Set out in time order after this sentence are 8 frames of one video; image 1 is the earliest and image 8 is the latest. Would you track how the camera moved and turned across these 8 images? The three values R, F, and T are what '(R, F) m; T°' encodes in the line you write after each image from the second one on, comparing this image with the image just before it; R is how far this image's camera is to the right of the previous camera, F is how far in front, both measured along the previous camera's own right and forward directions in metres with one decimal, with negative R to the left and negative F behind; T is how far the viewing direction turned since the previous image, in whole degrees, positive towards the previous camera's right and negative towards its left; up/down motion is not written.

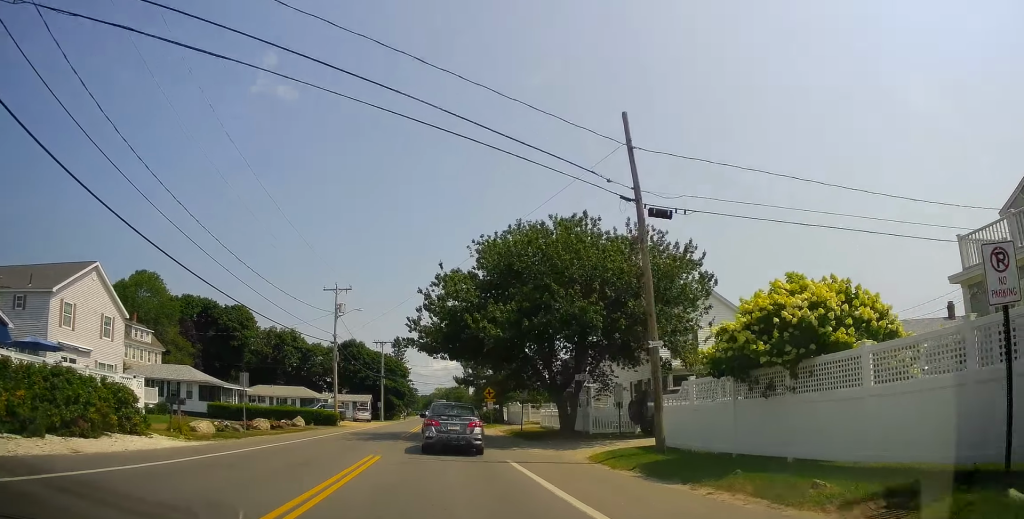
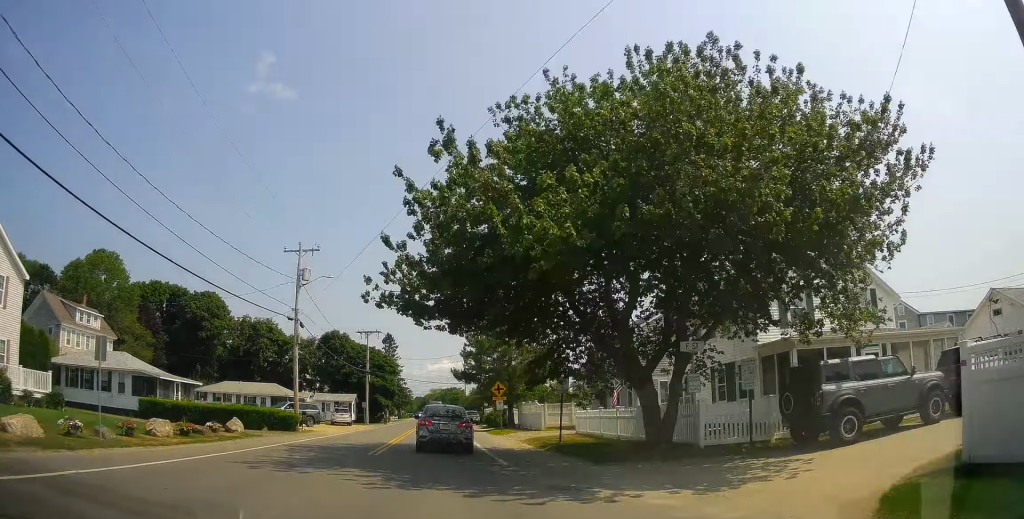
(+0.5, +11.5) m; +1°
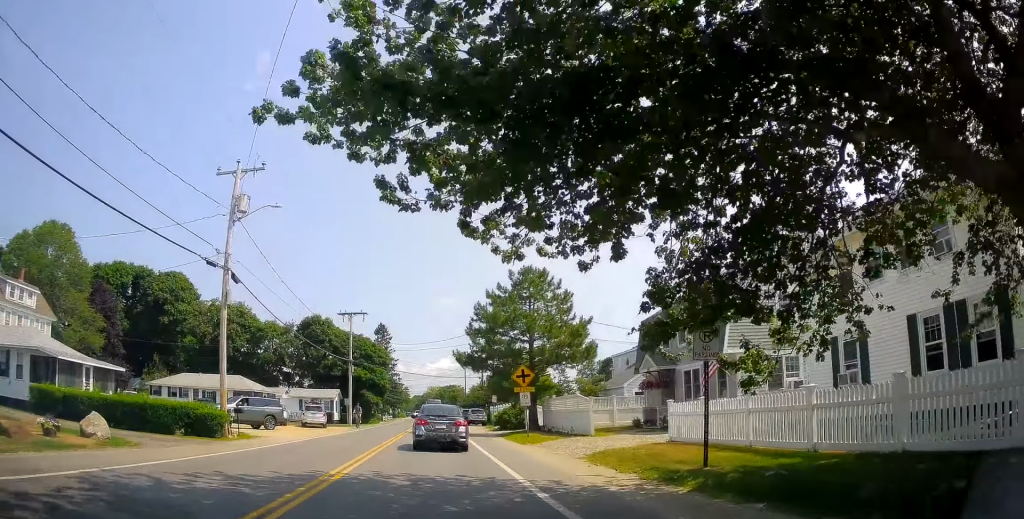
(-0.4, +11.7) m; -4°
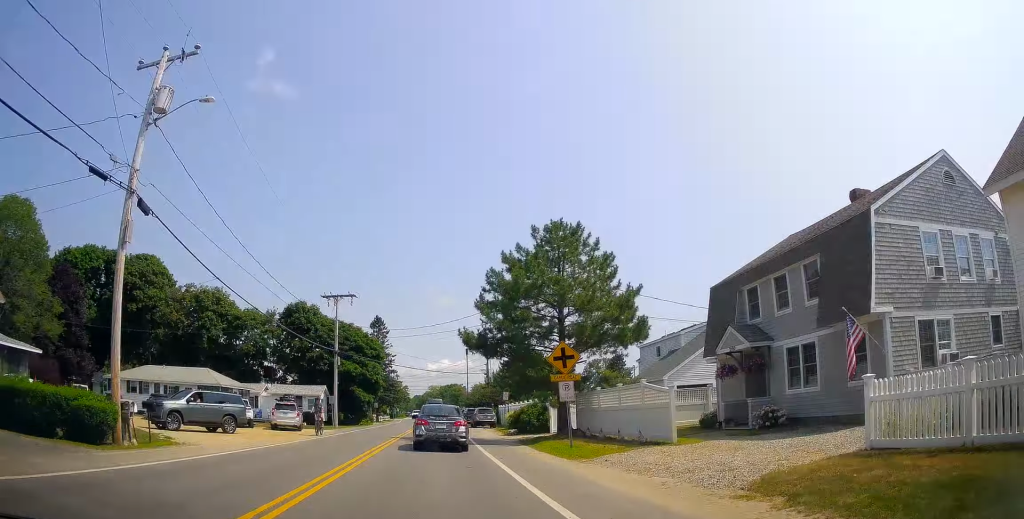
(-0.1, +8.2) m; 0°
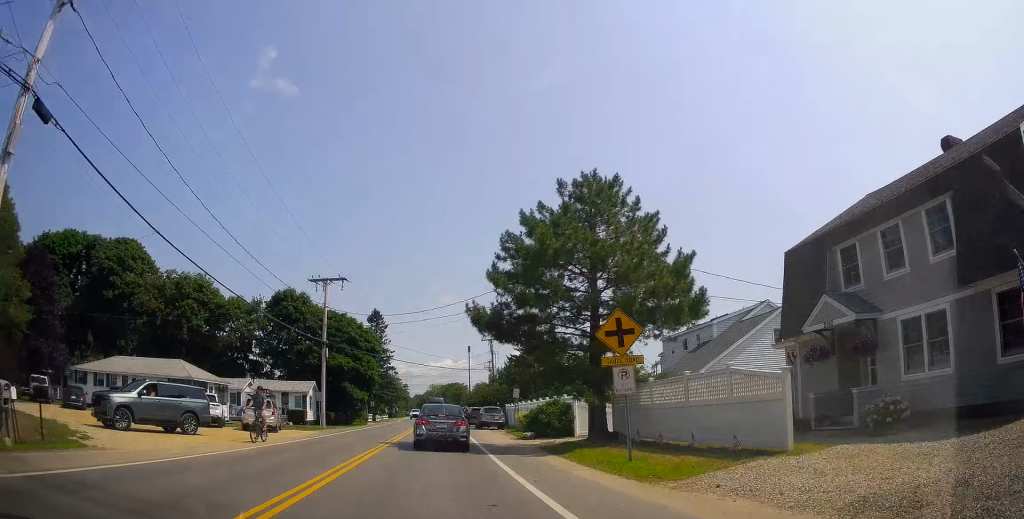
(-0.1, +5.4) m; +1°
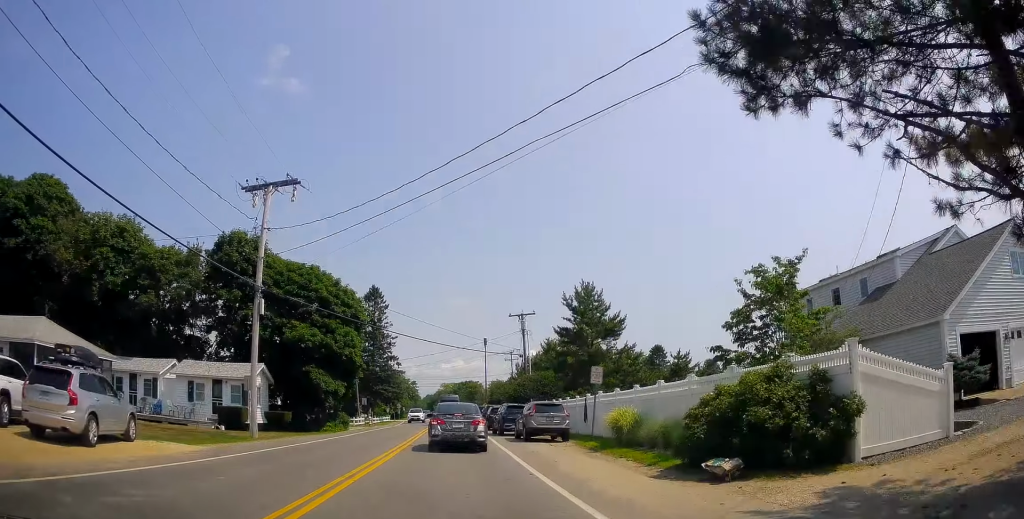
(+0.4, +17.6) m; -2°
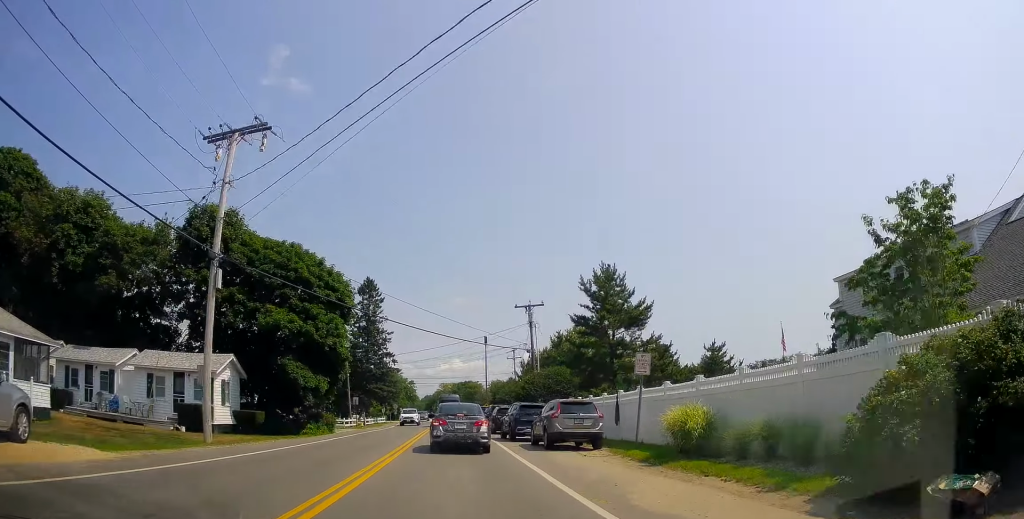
(-0.2, +4.9) m; 0°
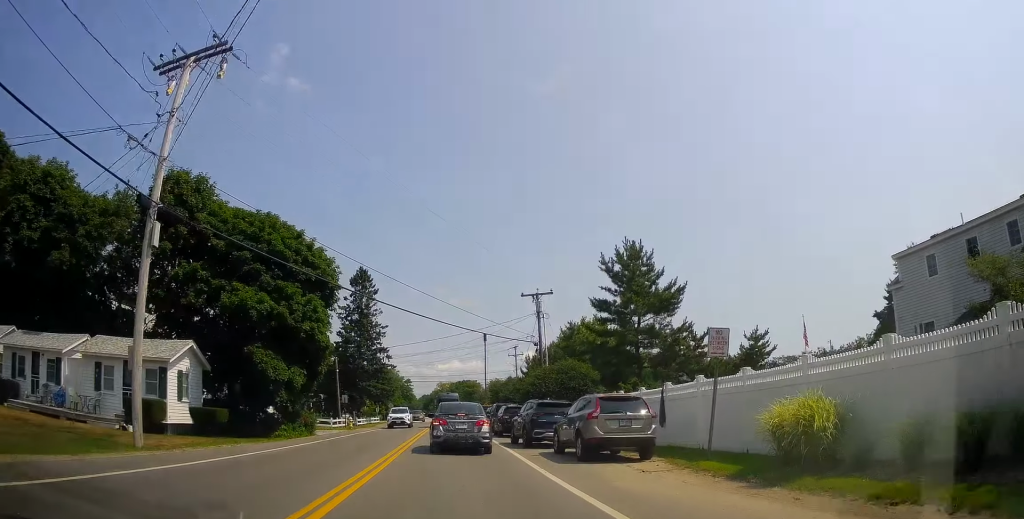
(-0.2, +4.8) m; 0°
